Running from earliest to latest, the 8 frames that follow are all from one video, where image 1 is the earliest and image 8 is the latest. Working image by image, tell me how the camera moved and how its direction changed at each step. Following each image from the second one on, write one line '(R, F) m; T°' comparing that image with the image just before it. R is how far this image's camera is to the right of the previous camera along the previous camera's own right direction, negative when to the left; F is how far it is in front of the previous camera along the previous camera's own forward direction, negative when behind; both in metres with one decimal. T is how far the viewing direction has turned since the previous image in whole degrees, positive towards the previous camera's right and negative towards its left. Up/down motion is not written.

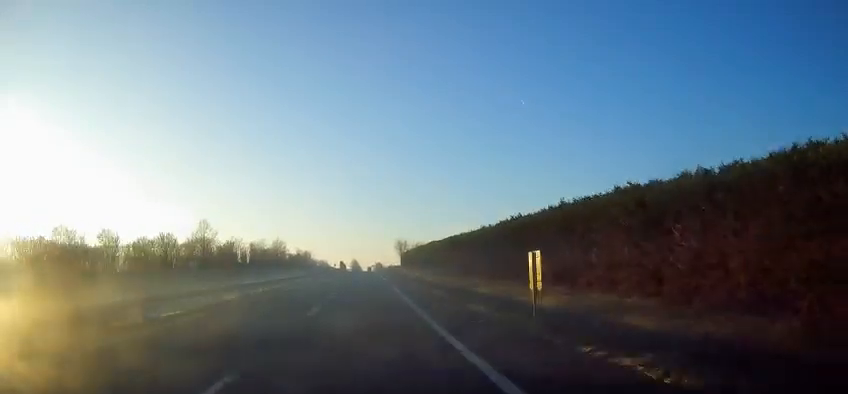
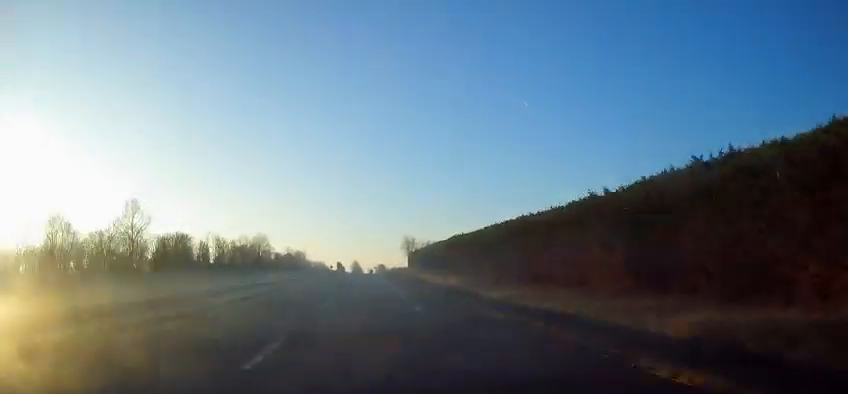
(0.0, +35.3) m; 0°
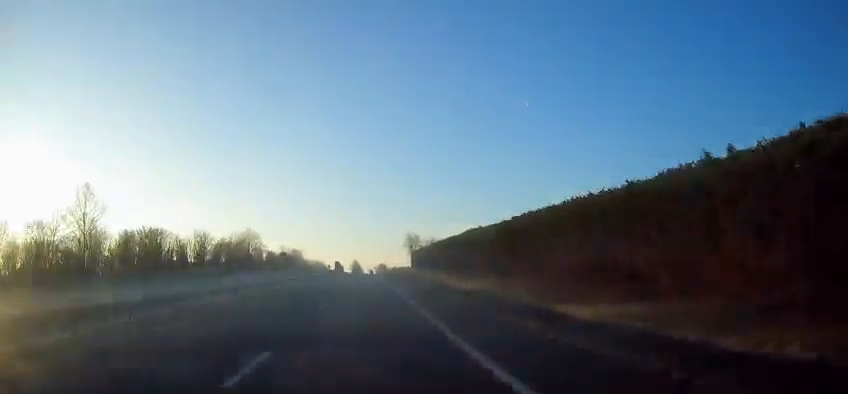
(0.0, +14.3) m; 0°
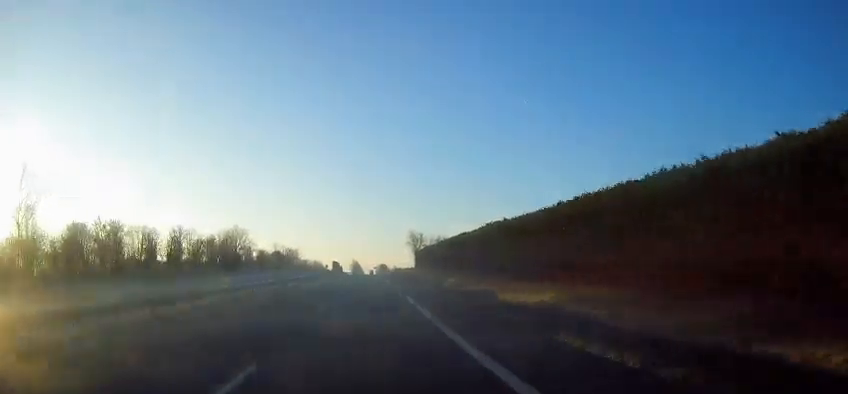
(0.0, +14.2) m; 0°
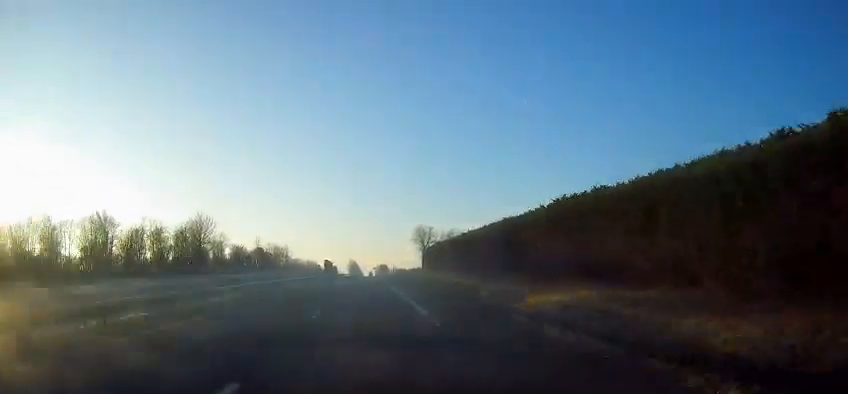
(0.0, +27.6) m; 0°
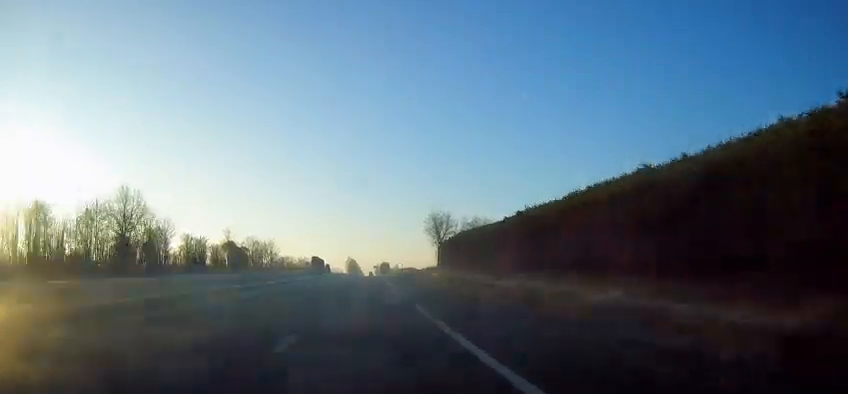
(0.0, +33.2) m; 0°
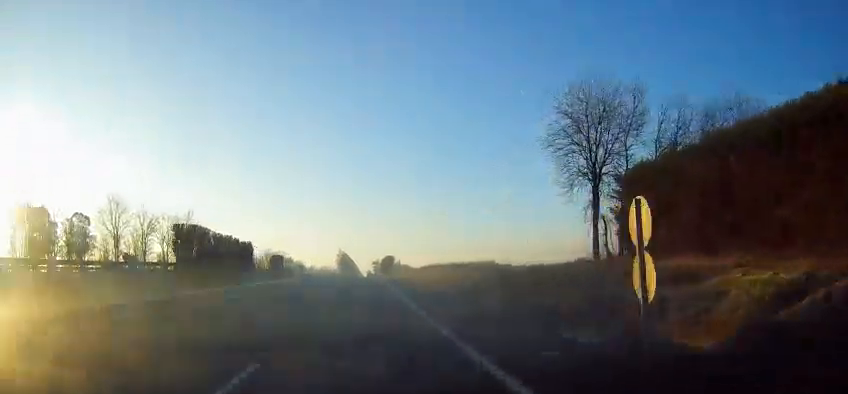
(-0.1, +81.8) m; +1°
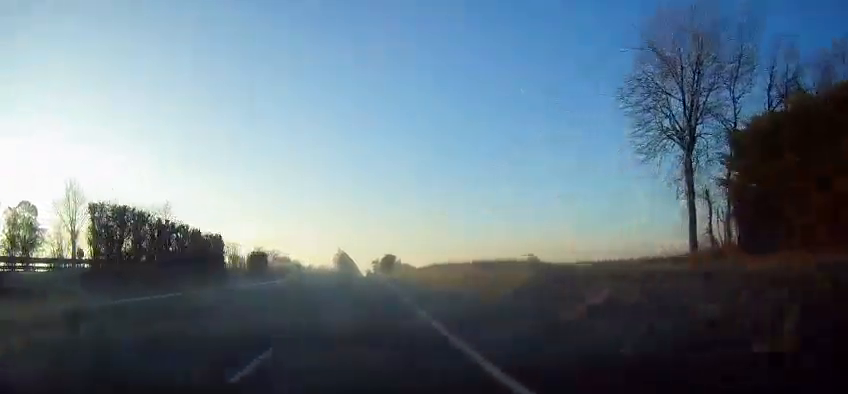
(0.0, +11.4) m; 0°
